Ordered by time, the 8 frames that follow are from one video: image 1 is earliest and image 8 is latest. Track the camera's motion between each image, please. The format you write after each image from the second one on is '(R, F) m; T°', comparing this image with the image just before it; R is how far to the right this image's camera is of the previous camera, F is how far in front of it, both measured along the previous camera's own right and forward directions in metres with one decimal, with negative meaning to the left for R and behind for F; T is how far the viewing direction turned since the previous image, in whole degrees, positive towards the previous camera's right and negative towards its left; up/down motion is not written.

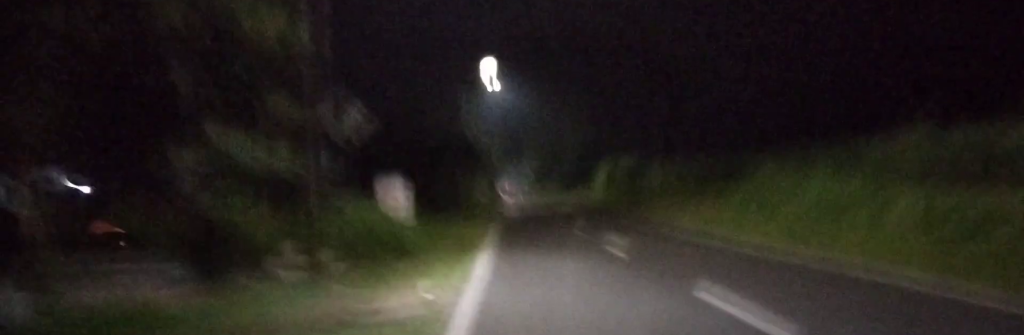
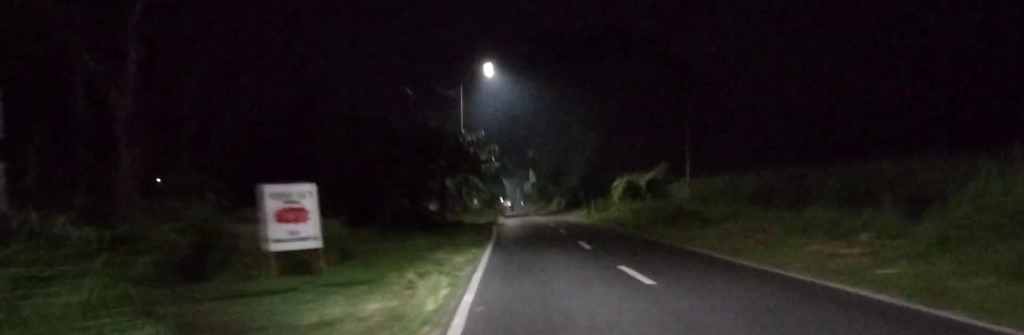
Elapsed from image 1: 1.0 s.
(-0.1, +11.0) m; -1°
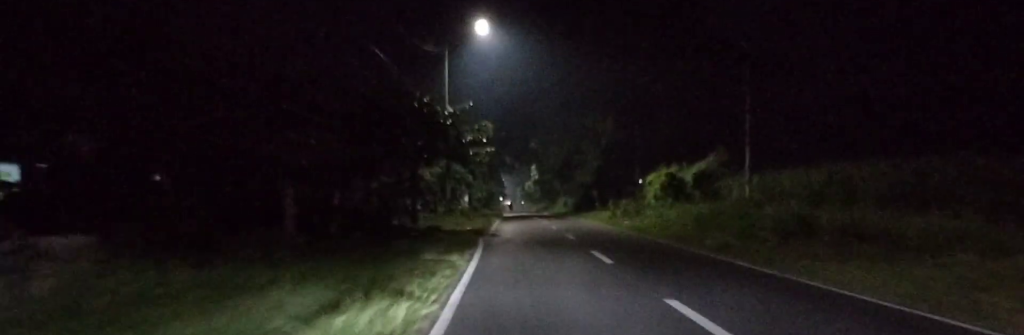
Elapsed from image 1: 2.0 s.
(-0.1, +12.5) m; -1°
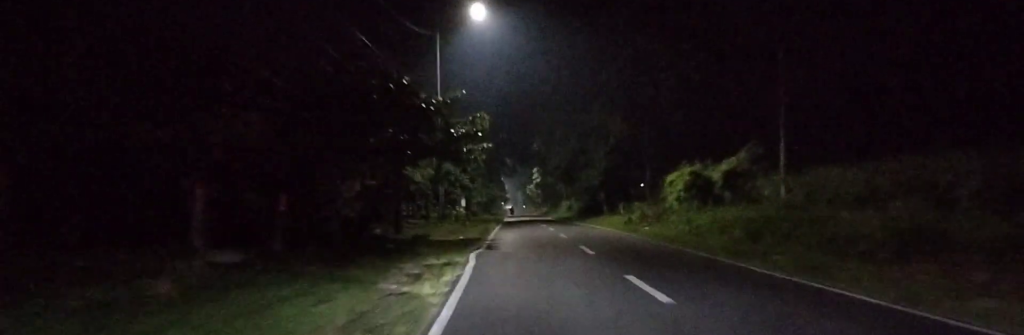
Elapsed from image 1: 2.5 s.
(0.0, +5.0) m; 0°
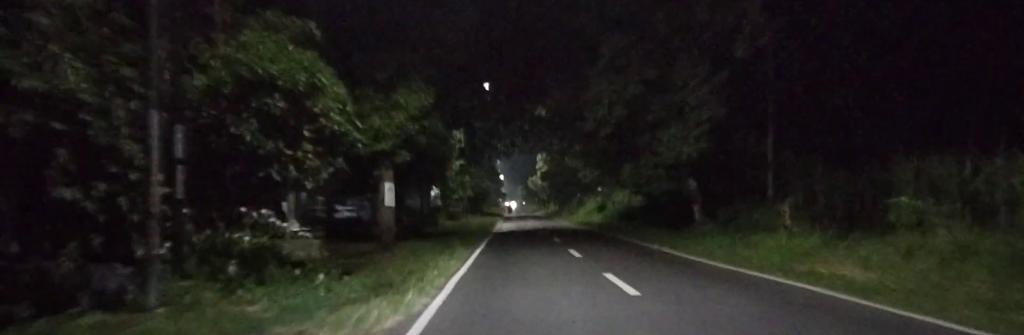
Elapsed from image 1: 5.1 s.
(-0.8, +29.0) m; 0°
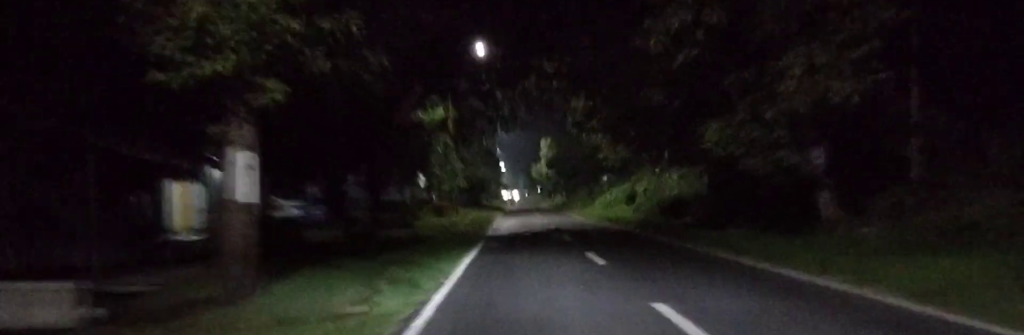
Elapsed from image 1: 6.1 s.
(+0.3, +12.0) m; +1°
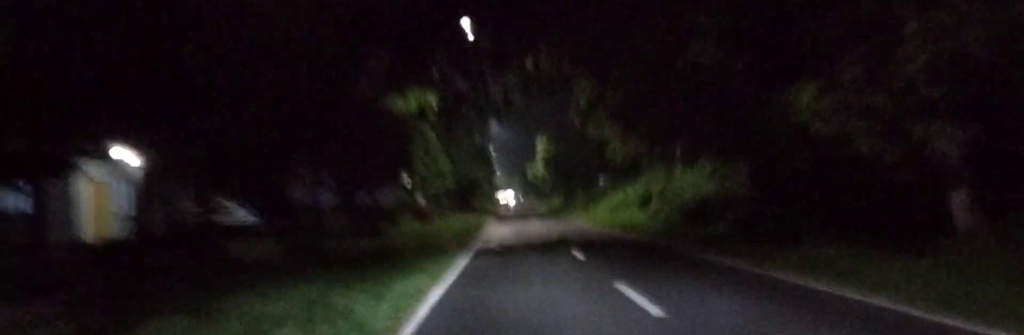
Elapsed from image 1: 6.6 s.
(0.0, +5.4) m; 0°
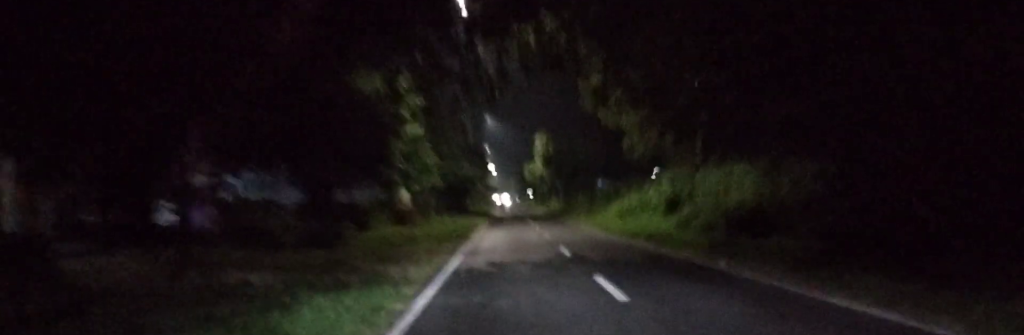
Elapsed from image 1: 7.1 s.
(0.0, +6.2) m; 0°
